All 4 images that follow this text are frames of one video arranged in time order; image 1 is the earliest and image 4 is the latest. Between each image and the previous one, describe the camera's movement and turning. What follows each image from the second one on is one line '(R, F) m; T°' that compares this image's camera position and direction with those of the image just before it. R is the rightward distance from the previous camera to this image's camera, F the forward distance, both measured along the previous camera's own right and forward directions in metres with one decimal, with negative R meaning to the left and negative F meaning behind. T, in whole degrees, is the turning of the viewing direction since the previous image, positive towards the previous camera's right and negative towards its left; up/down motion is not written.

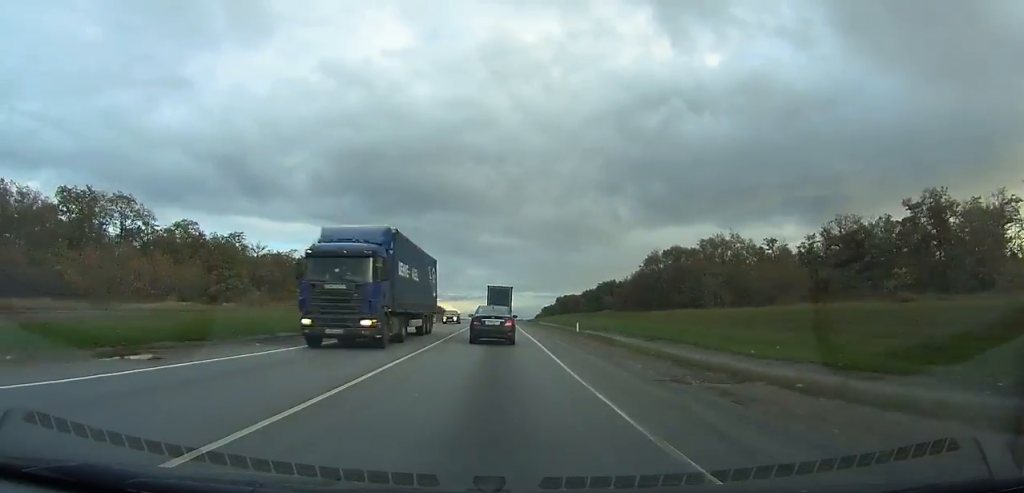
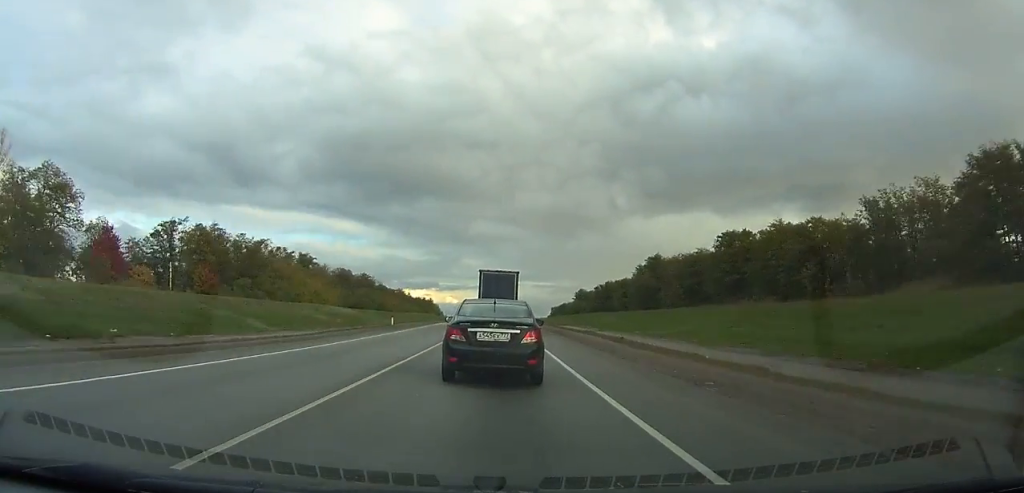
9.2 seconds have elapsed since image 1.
(-0.8, +181.9) m; 0°
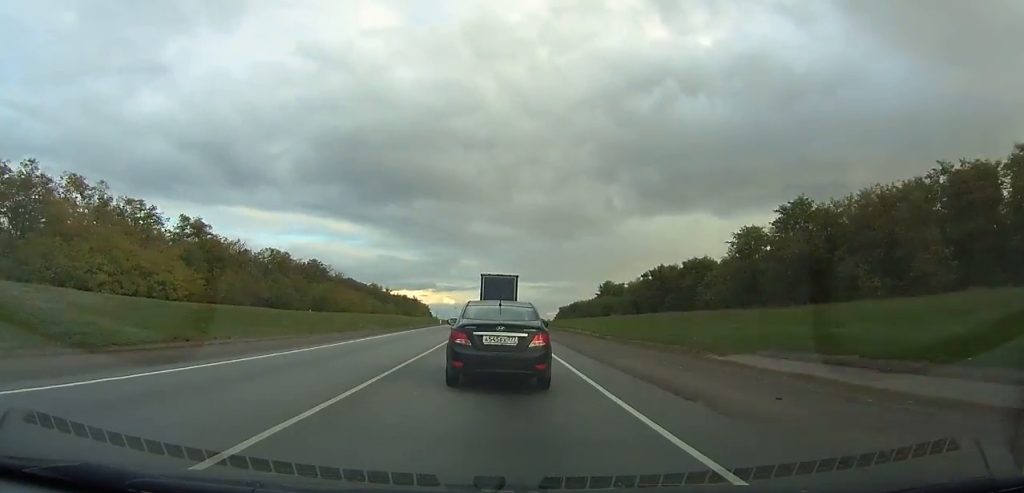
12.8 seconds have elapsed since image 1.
(-0.2, +61.0) m; 0°
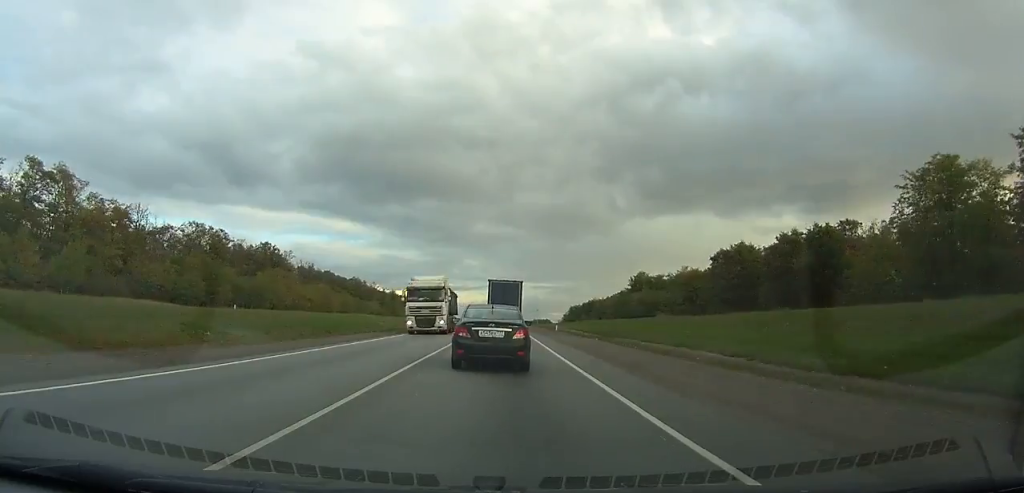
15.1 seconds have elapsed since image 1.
(-0.1, +38.2) m; 0°
